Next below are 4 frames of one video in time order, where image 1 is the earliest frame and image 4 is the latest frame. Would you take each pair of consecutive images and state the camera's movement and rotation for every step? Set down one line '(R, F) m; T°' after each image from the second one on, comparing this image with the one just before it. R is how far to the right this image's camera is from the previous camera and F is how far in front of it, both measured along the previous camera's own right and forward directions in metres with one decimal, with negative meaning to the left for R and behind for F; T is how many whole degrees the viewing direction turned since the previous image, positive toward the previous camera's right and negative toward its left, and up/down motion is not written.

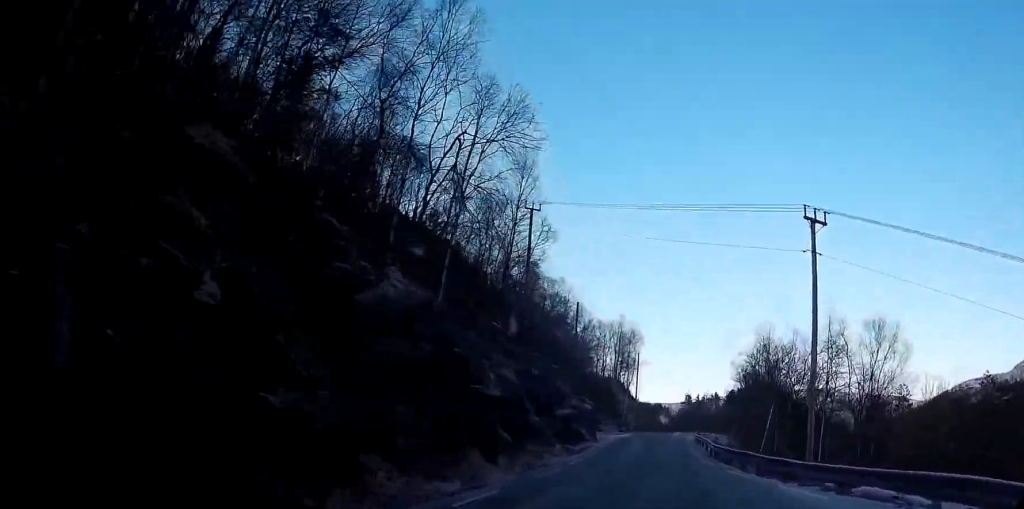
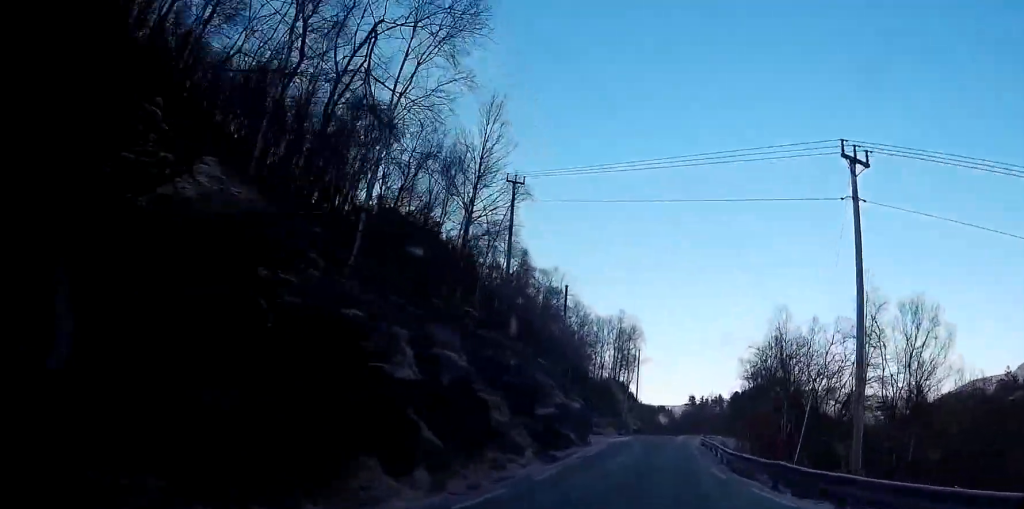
(0.0, +6.5) m; 0°
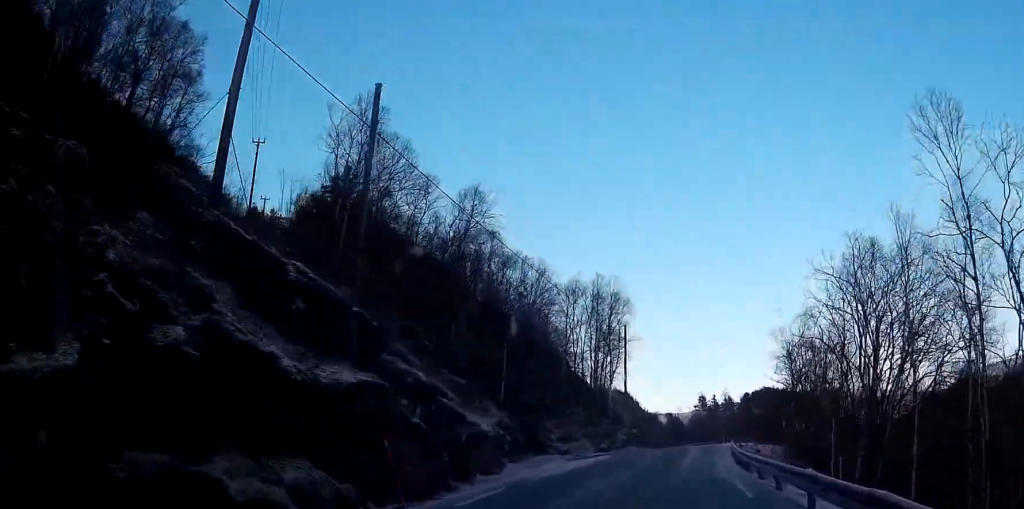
(+1.4, +28.8) m; +5°
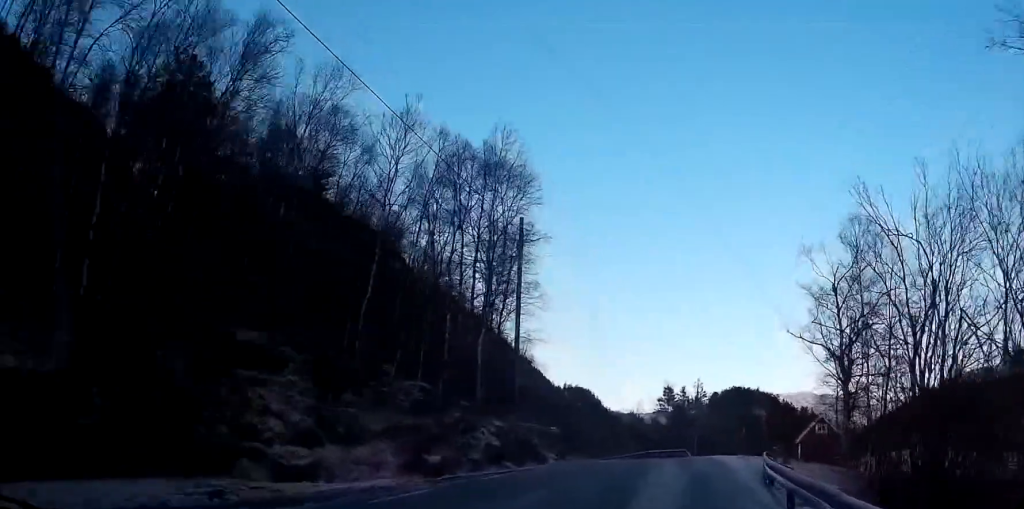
(-0.7, +32.2) m; -3°
